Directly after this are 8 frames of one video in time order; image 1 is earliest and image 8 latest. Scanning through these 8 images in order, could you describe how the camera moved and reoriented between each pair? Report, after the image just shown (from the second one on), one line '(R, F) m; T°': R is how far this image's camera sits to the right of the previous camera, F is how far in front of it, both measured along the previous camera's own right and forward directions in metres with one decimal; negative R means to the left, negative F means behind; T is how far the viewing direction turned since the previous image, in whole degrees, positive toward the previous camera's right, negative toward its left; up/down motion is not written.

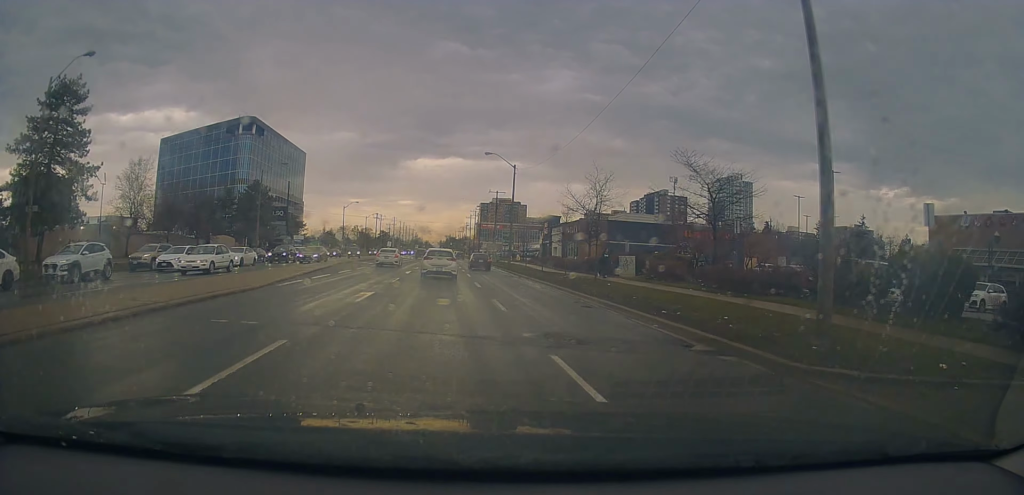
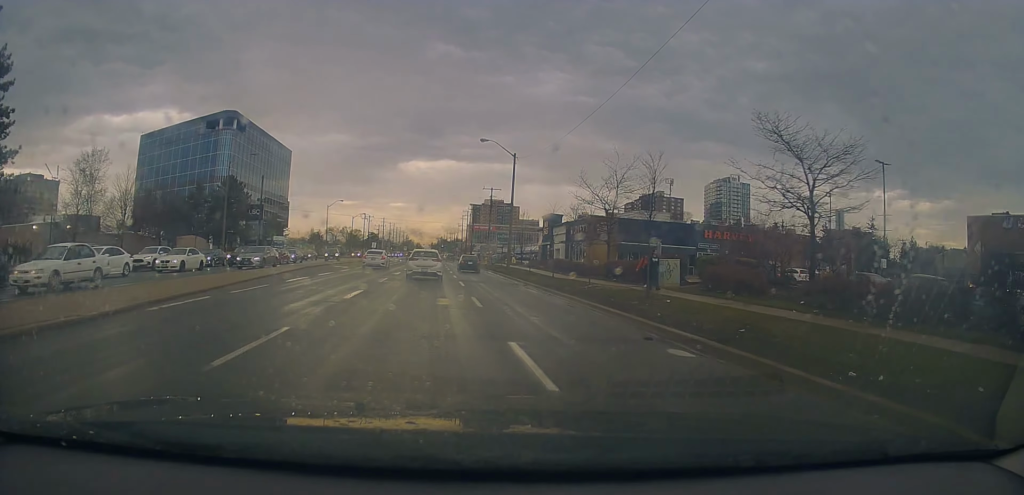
(-0.3, +8.0) m; 0°
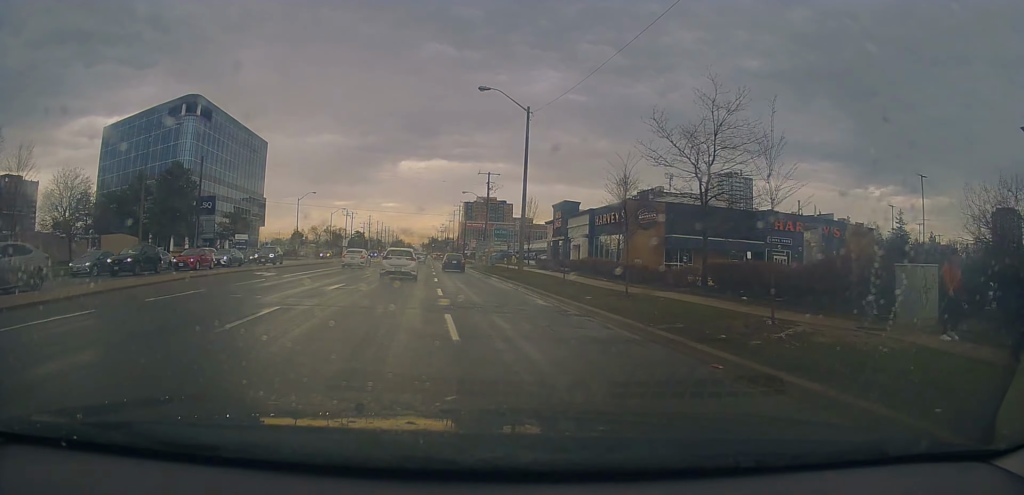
(+0.2, +15.3) m; +1°
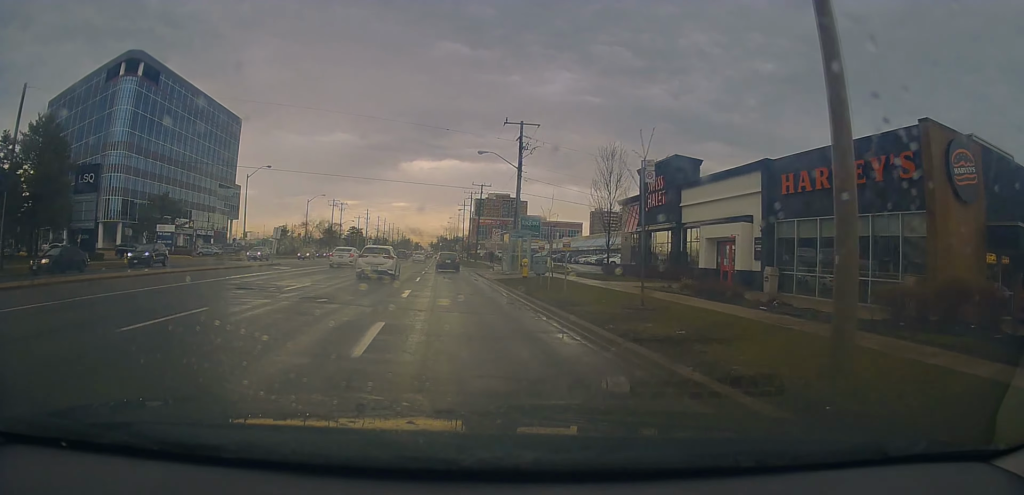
(+0.3, +28.4) m; +1°
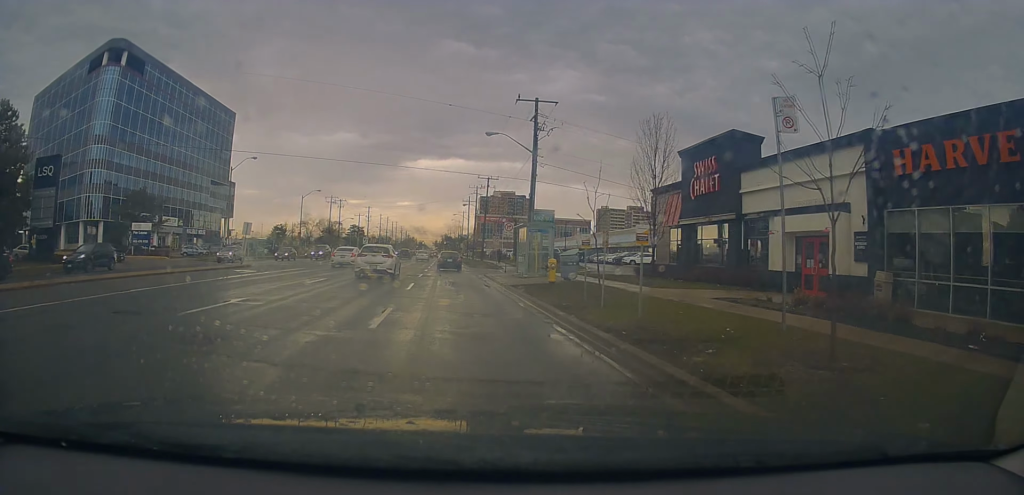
(0.0, +6.9) m; 0°
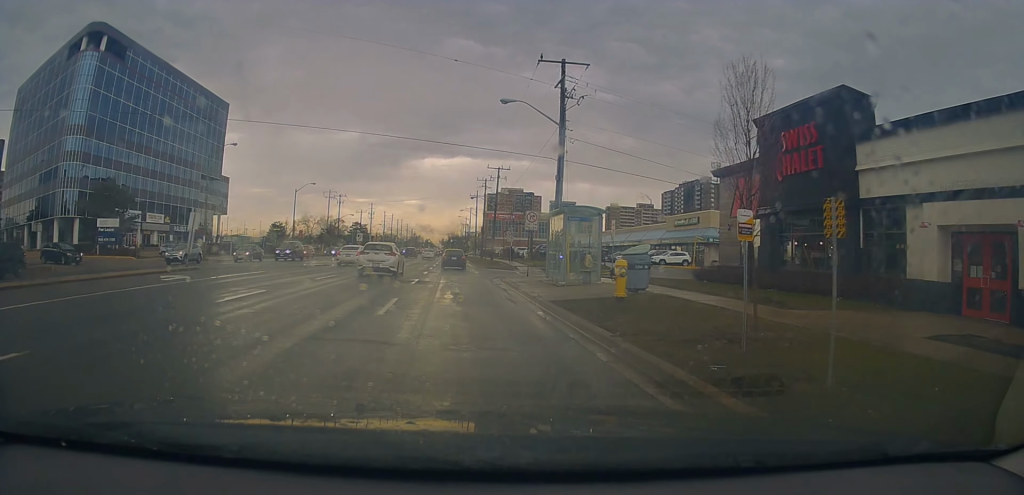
(0.0, +8.1) m; -1°
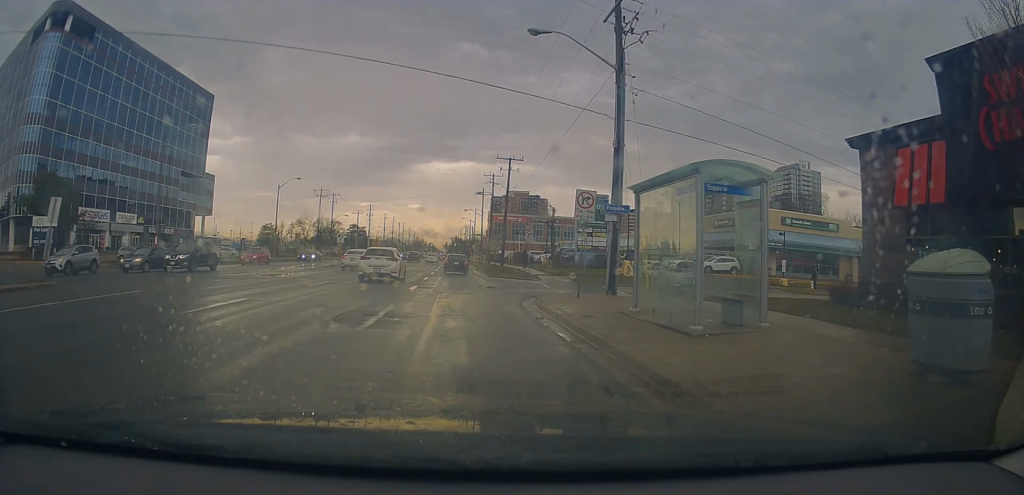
(-0.2, +10.9) m; -1°
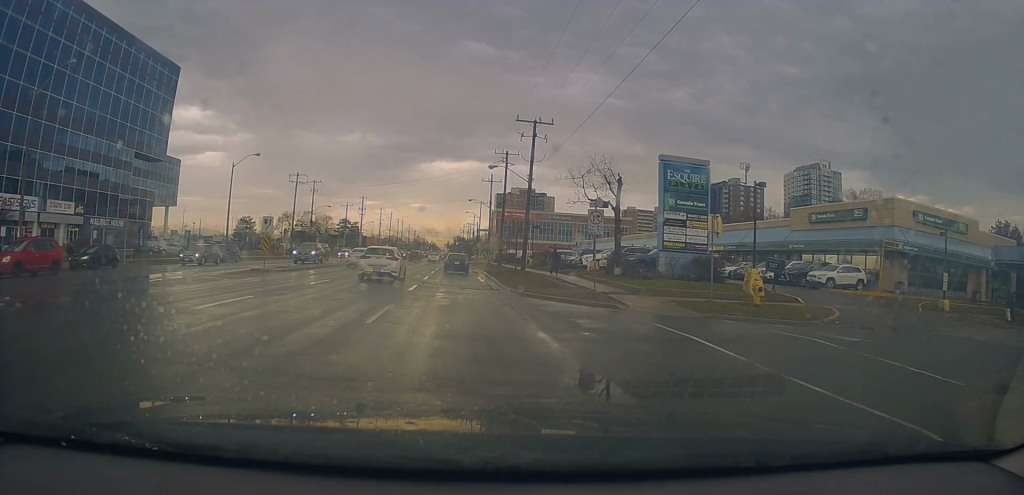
(-0.1, +18.5) m; +1°
